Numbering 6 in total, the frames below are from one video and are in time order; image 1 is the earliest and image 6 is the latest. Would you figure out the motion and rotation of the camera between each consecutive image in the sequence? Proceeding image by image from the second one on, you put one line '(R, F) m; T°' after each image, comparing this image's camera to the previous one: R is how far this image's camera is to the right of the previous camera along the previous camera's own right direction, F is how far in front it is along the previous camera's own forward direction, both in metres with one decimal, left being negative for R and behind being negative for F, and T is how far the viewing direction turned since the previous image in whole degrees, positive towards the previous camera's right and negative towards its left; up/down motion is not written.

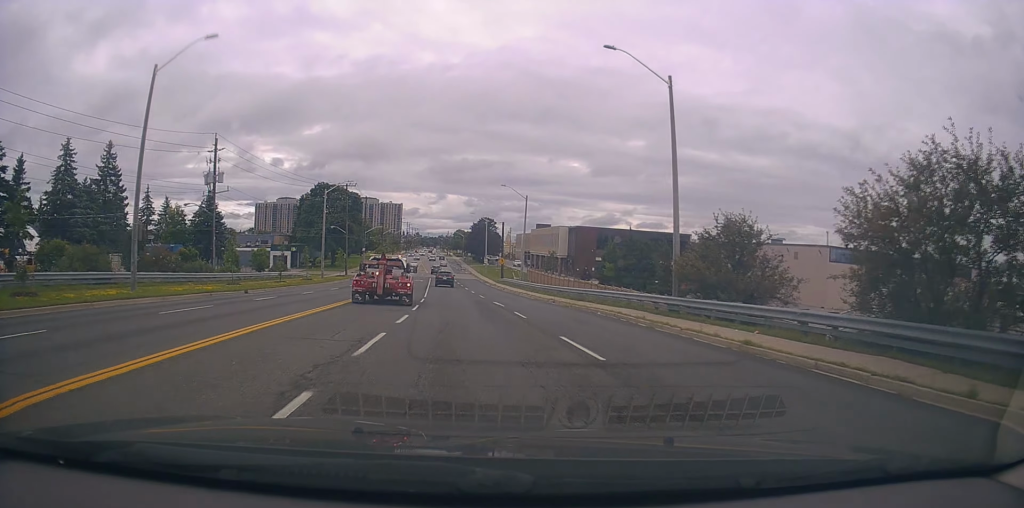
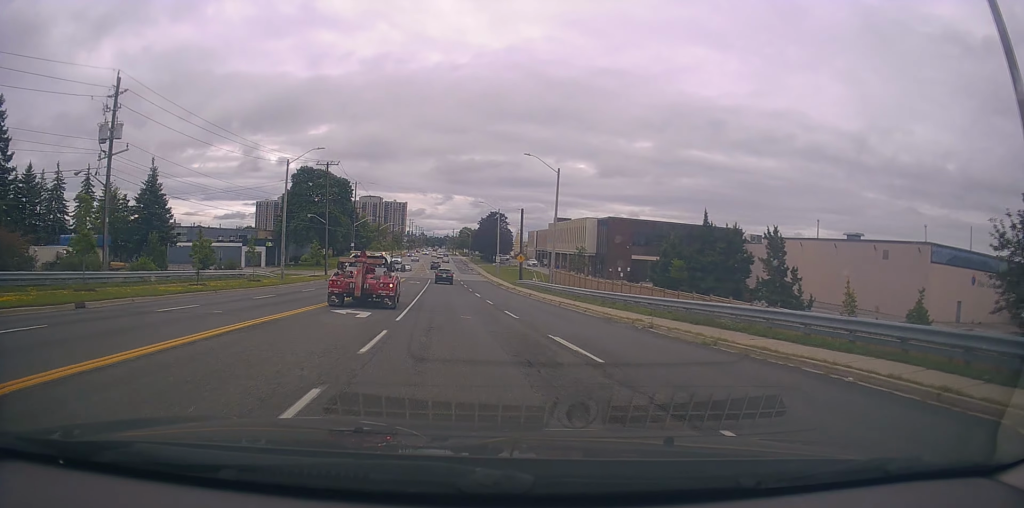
(-0.4, +16.5) m; -3°
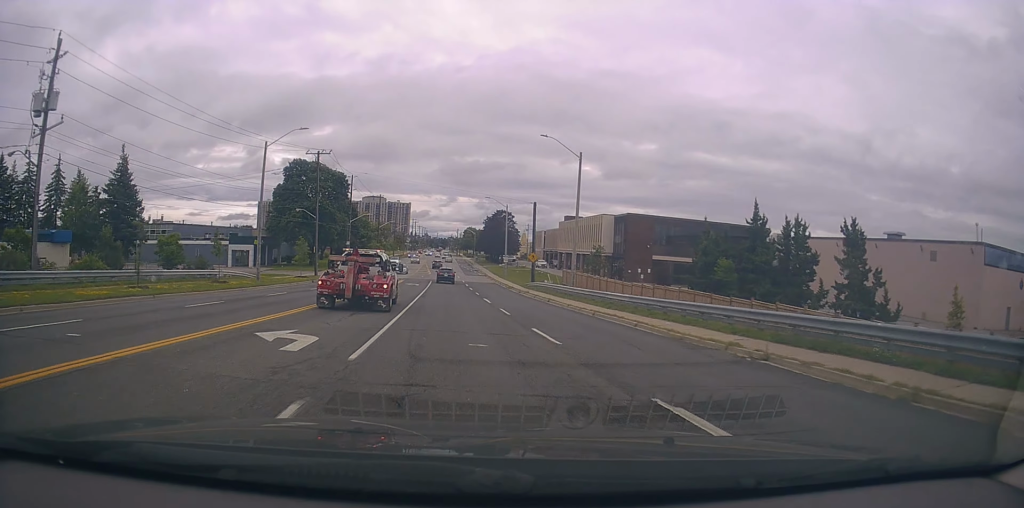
(-0.1, +6.7) m; 0°
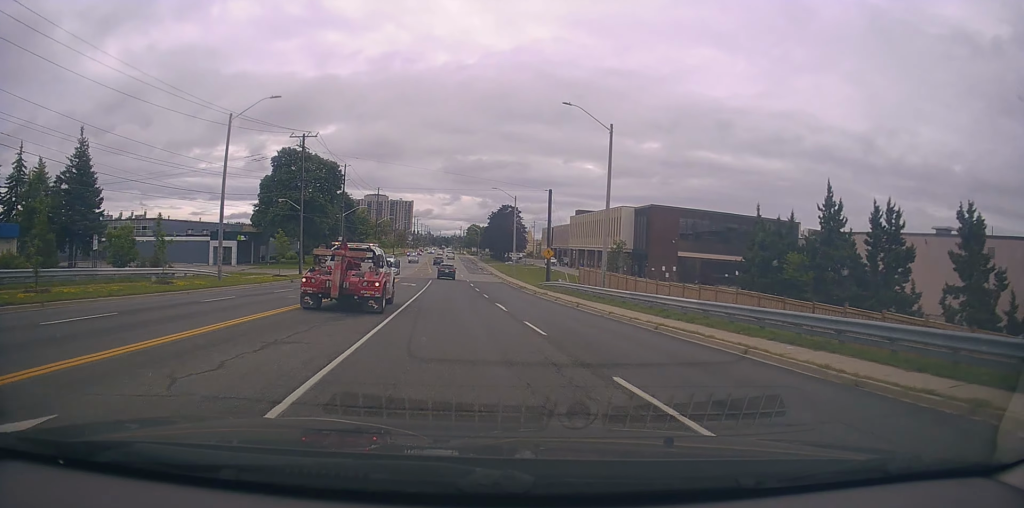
(0.0, +7.4) m; +1°
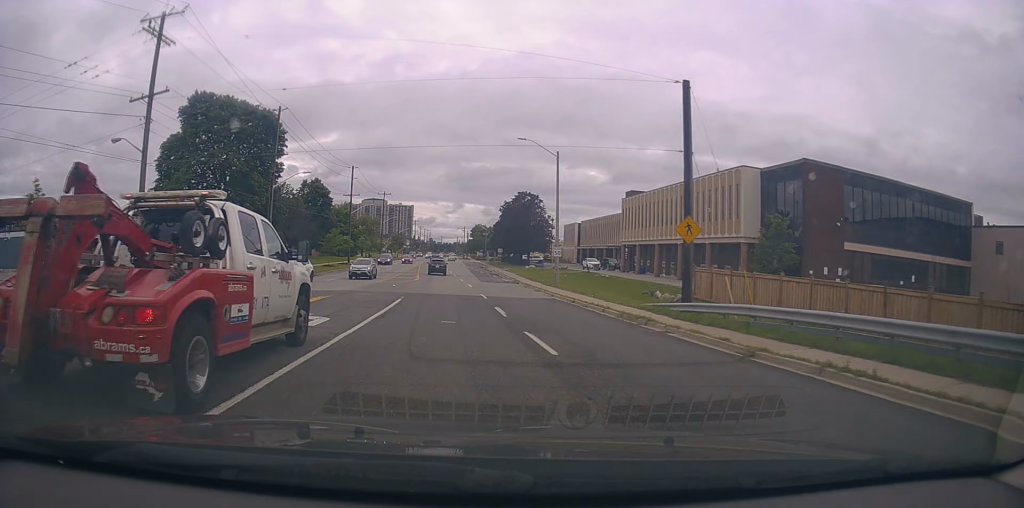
(+0.4, +30.7) m; +1°
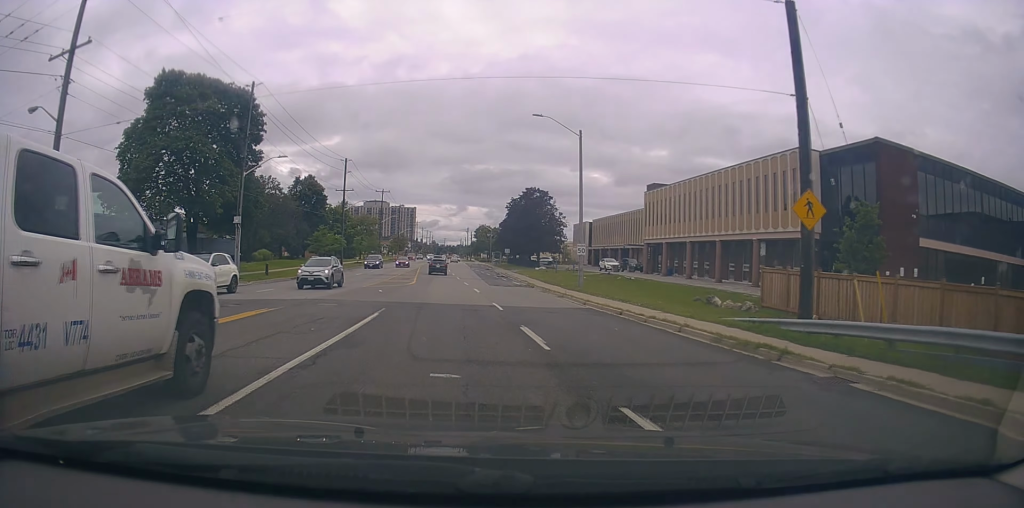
(0.0, +7.6) m; 0°
